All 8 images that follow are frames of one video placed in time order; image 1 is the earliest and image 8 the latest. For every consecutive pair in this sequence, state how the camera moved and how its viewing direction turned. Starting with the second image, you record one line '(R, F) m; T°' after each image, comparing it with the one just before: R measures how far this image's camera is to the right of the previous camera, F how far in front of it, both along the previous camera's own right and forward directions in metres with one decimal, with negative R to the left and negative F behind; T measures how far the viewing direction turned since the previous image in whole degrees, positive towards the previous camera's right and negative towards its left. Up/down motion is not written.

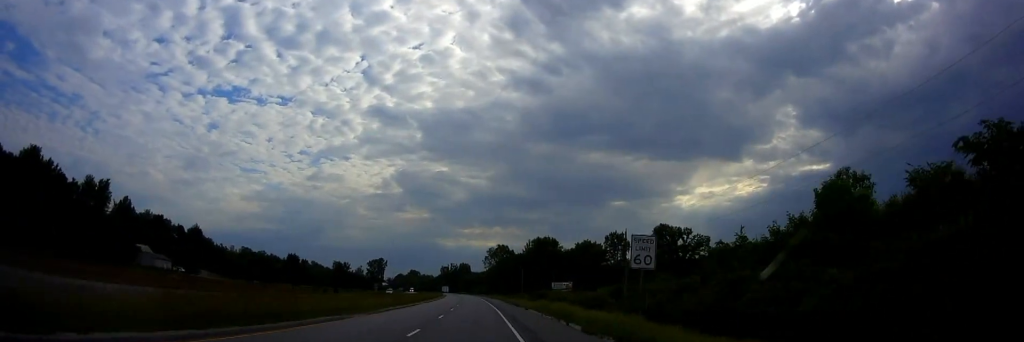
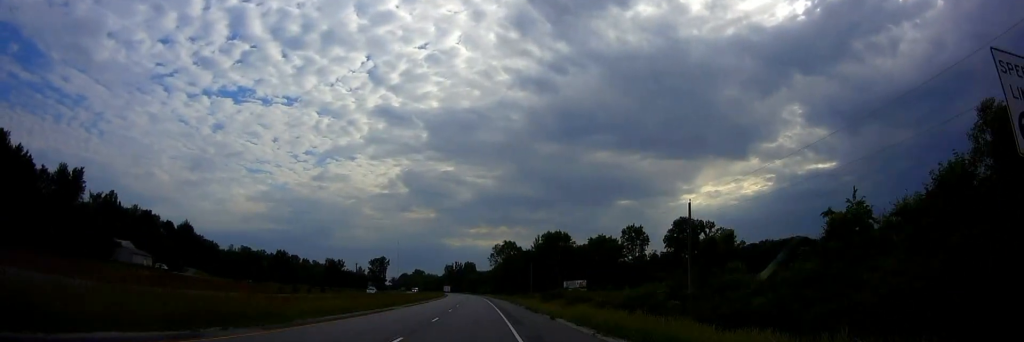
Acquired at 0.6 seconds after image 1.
(+0.3, +16.0) m; +1°
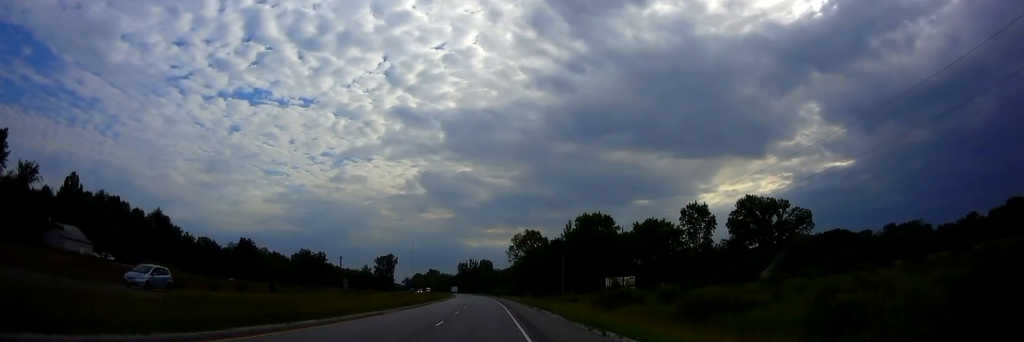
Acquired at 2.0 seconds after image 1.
(0.0, +39.6) m; -2°
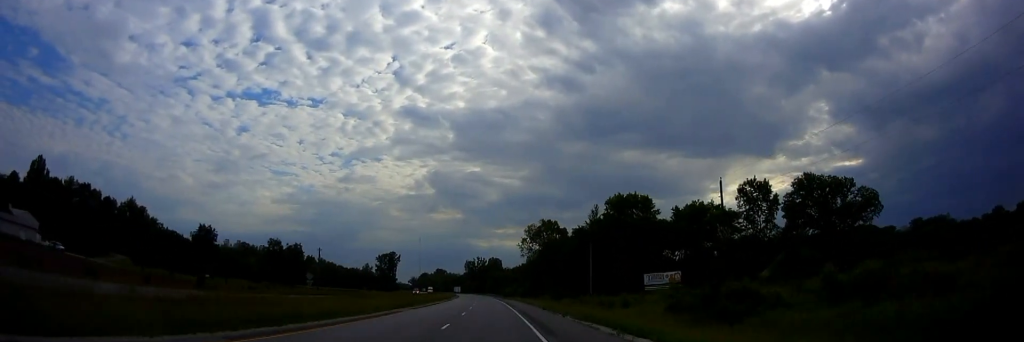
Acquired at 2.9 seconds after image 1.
(-0.9, +26.4) m; -2°
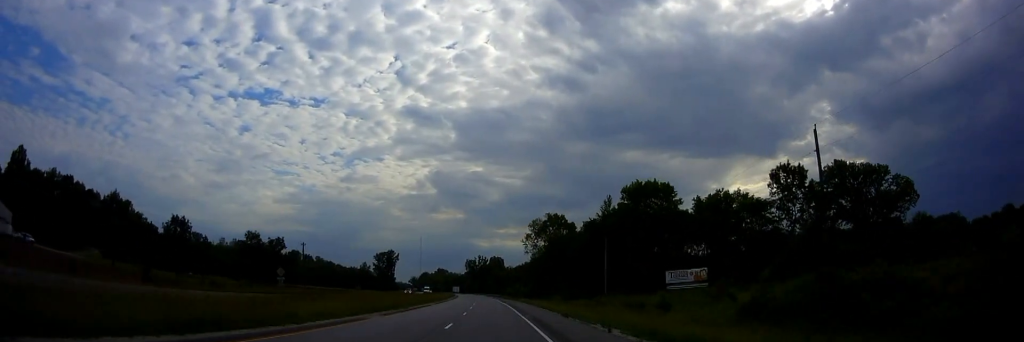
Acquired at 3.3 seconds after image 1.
(0.0, +12.3) m; 0°
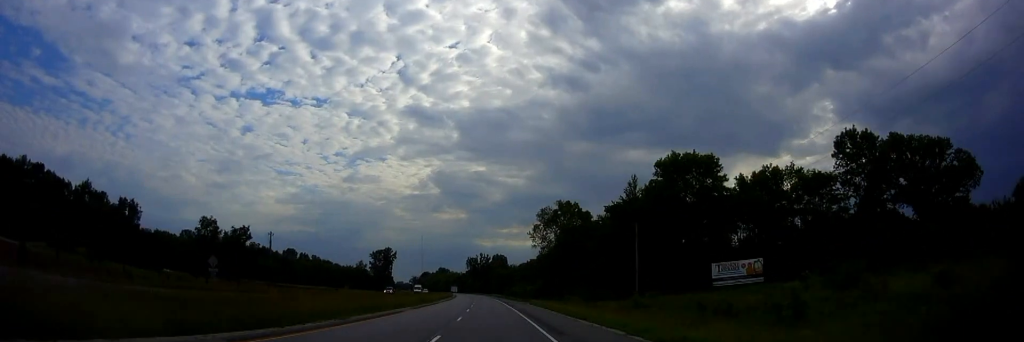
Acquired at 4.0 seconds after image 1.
(0.0, +18.9) m; 0°
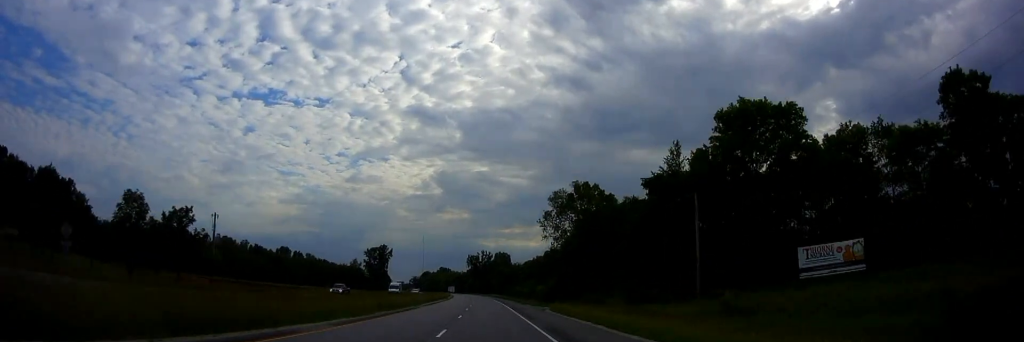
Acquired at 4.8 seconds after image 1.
(0.0, +21.6) m; 0°
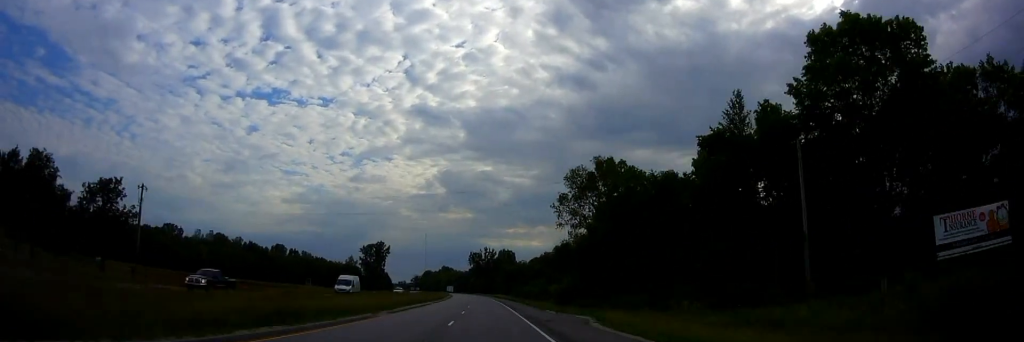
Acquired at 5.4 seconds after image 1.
(0.0, +18.6) m; -1°
